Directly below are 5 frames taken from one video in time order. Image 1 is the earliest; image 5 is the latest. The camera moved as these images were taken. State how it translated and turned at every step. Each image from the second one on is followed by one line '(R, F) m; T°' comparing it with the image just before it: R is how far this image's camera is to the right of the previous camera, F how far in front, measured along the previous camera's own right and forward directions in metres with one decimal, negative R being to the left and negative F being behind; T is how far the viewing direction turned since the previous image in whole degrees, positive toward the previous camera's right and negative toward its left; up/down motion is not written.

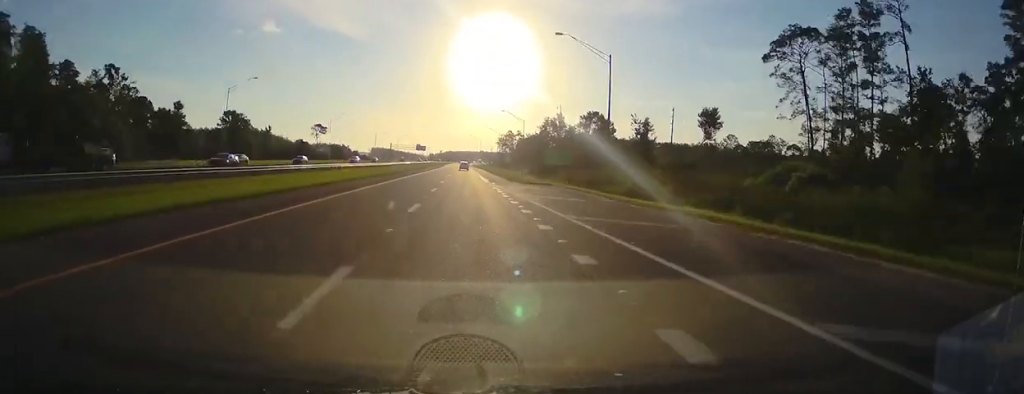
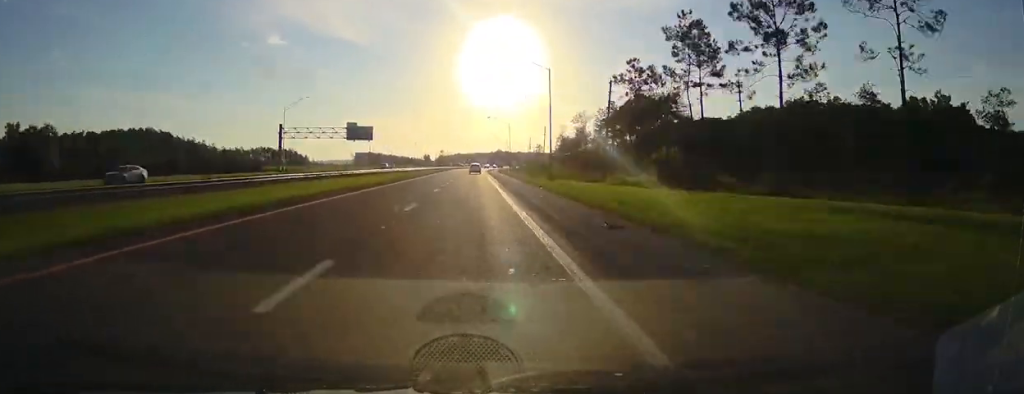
(-2.5, +206.7) m; 0°
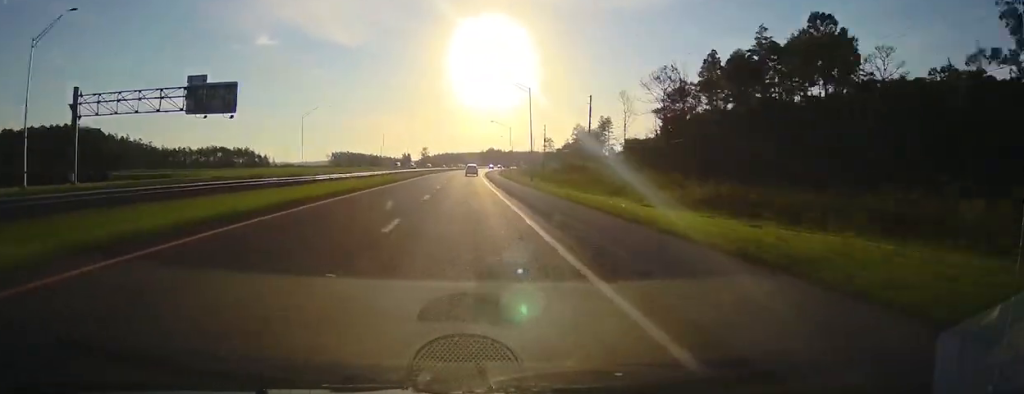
(+0.9, +67.3) m; +1°
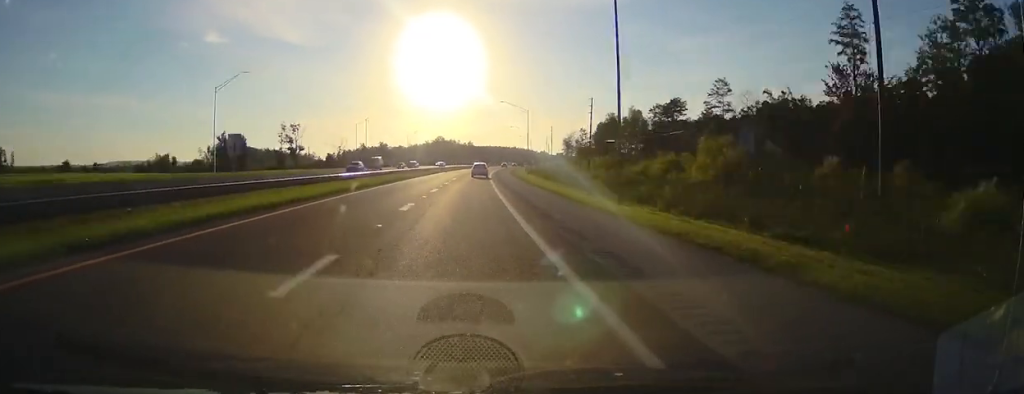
(+8.9, +201.6) m; +6°
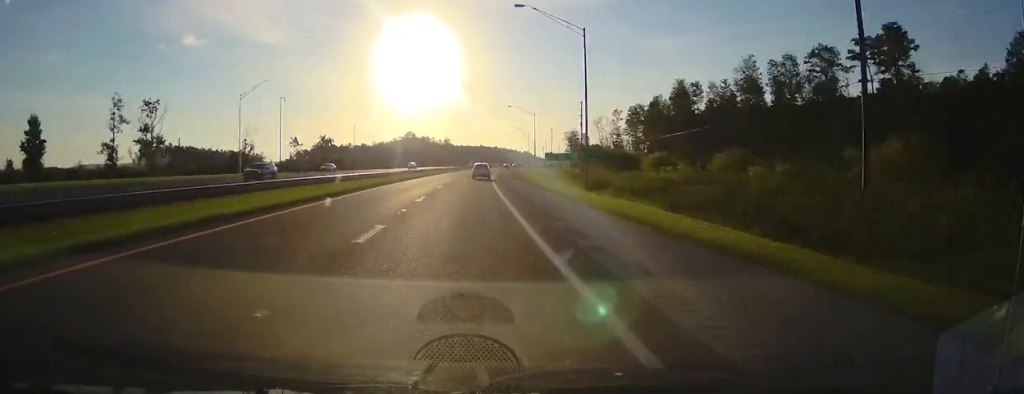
(+2.3, +67.5) m; +2°
